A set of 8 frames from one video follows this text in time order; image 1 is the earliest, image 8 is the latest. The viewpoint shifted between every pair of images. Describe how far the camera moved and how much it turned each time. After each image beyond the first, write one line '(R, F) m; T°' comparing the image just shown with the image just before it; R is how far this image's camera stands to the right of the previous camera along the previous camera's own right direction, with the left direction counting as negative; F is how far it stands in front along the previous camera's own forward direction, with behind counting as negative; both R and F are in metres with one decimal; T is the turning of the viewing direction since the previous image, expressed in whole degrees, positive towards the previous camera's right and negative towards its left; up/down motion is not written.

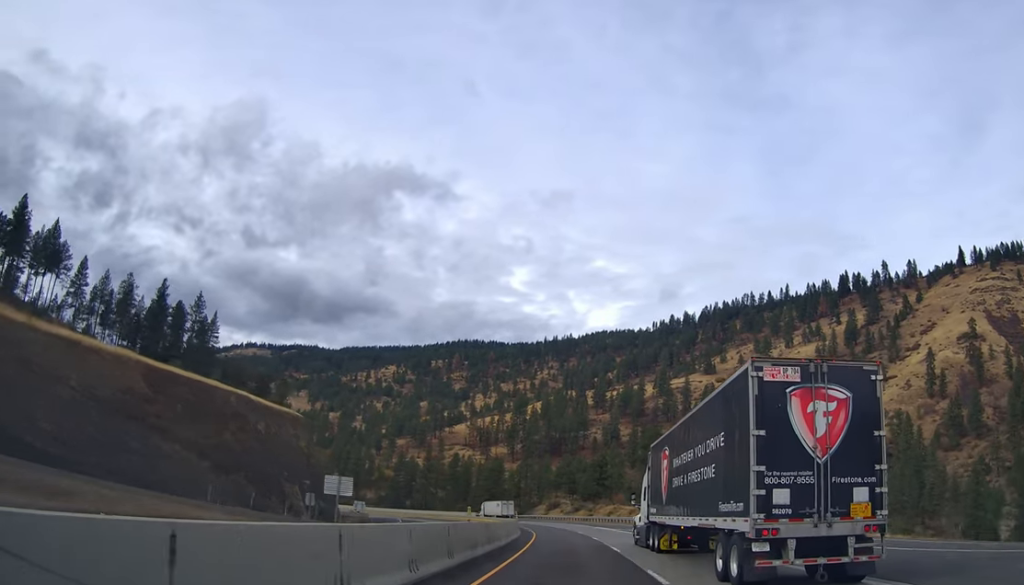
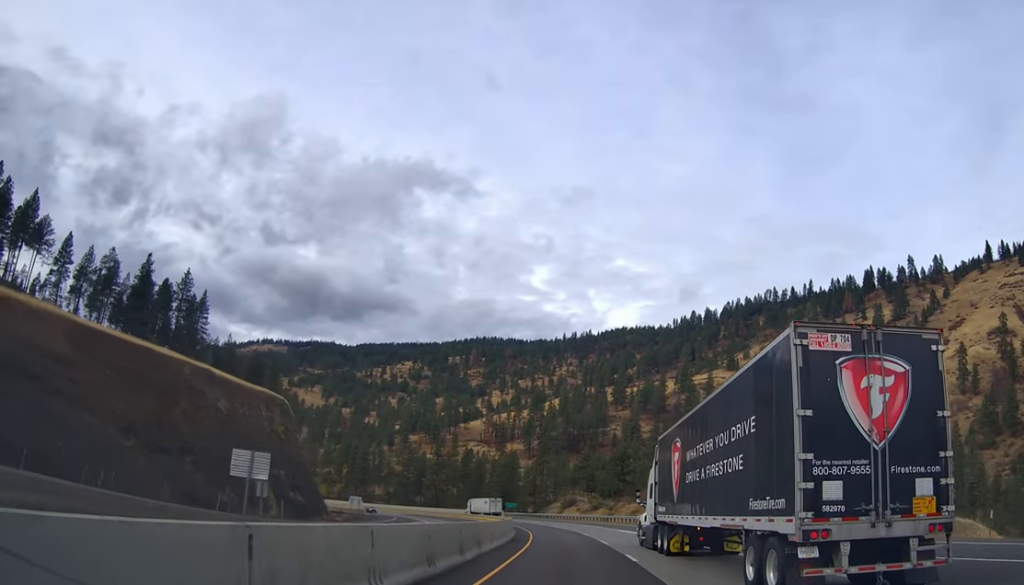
(-0.5, +18.7) m; -1°
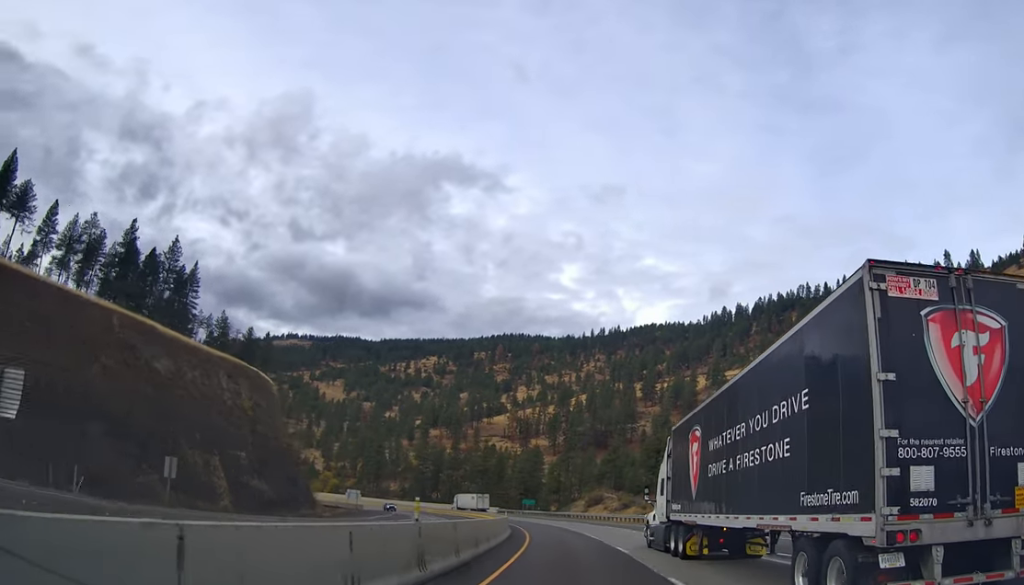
(-0.2, +21.3) m; -1°
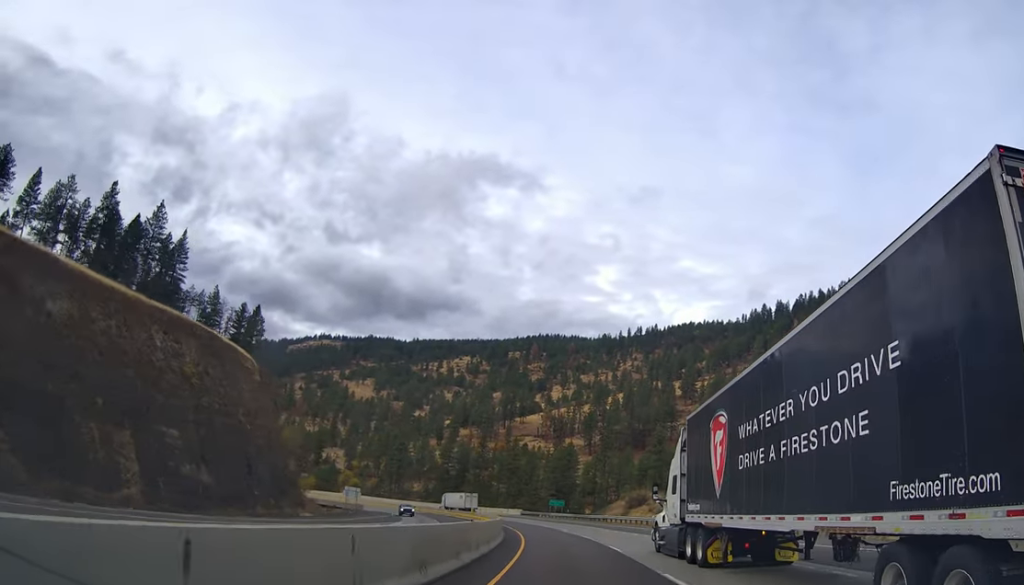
(+0.1, +23.7) m; -1°
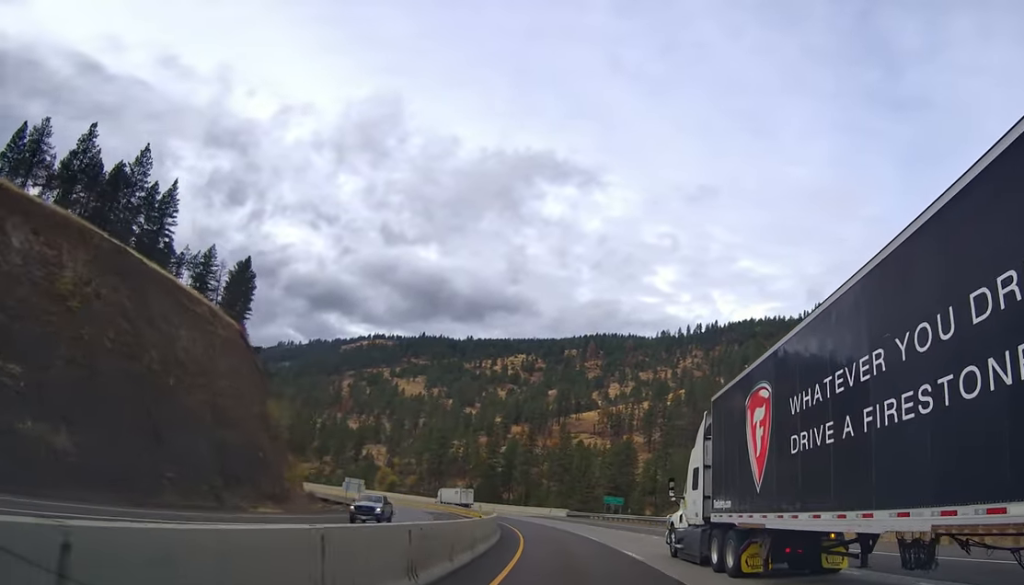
(-0.9, +29.0) m; -4°
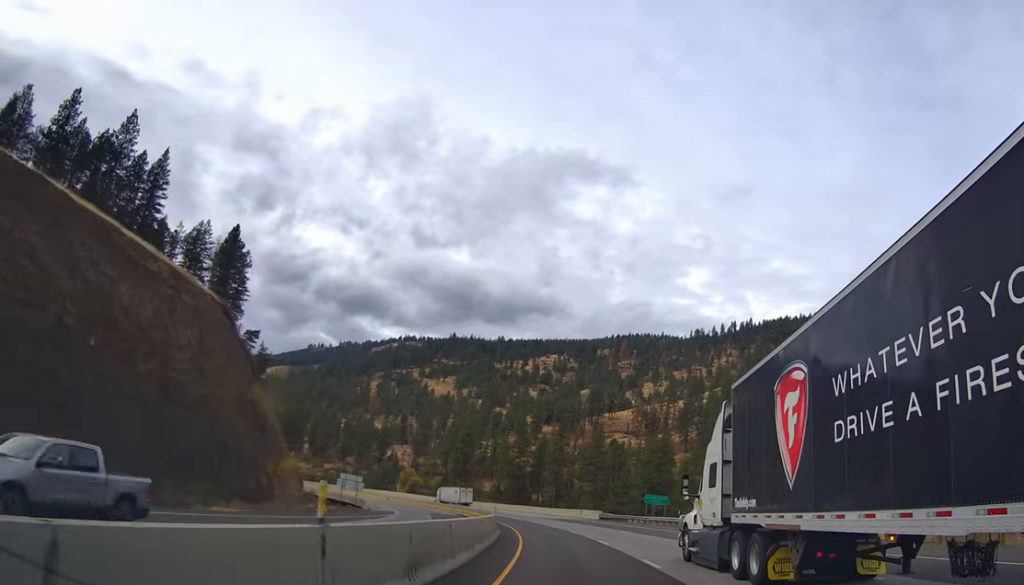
(-0.4, +15.7) m; -2°
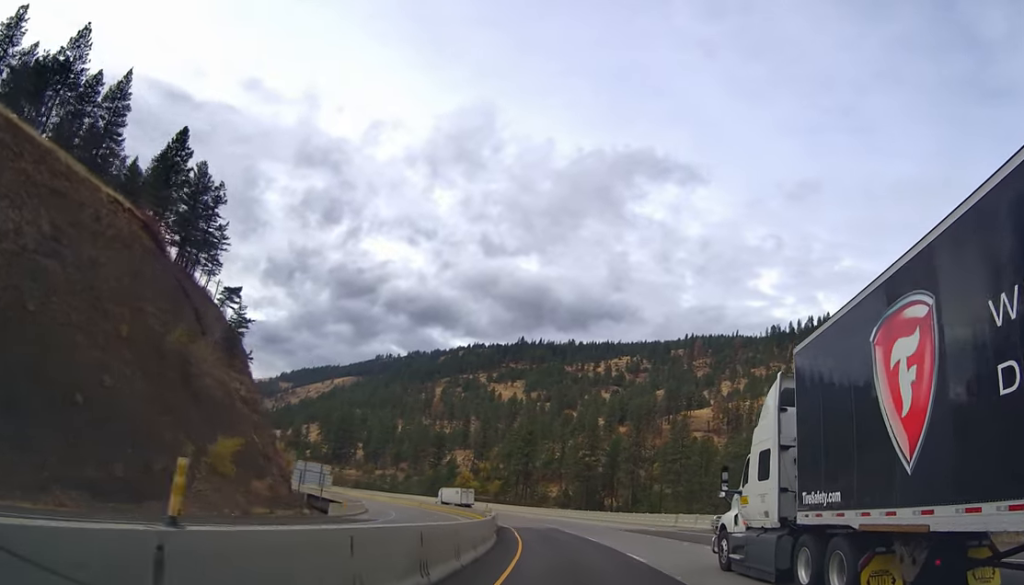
(-1.4, +33.9) m; -5°
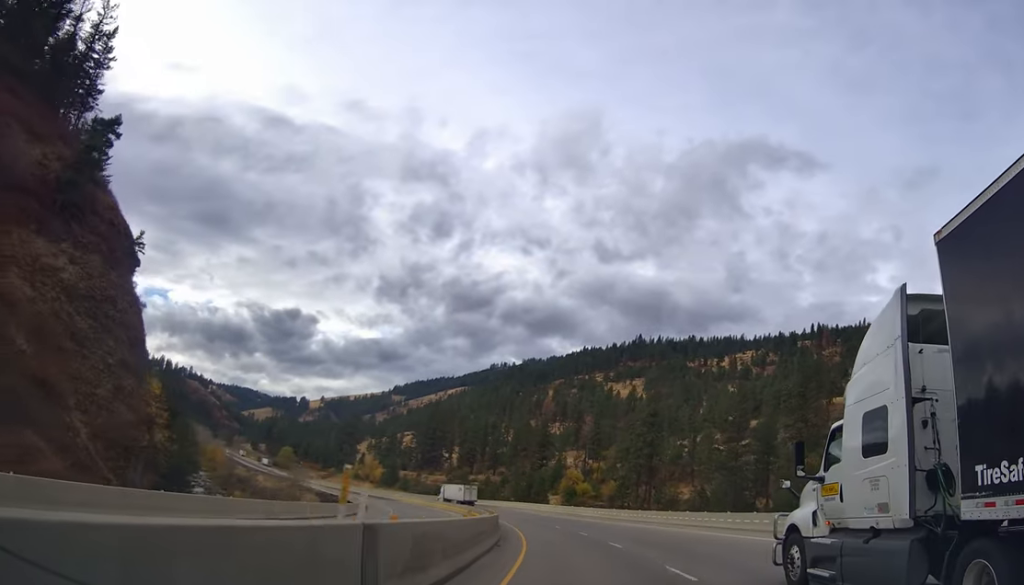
(-5.6, +54.5) m; -10°
